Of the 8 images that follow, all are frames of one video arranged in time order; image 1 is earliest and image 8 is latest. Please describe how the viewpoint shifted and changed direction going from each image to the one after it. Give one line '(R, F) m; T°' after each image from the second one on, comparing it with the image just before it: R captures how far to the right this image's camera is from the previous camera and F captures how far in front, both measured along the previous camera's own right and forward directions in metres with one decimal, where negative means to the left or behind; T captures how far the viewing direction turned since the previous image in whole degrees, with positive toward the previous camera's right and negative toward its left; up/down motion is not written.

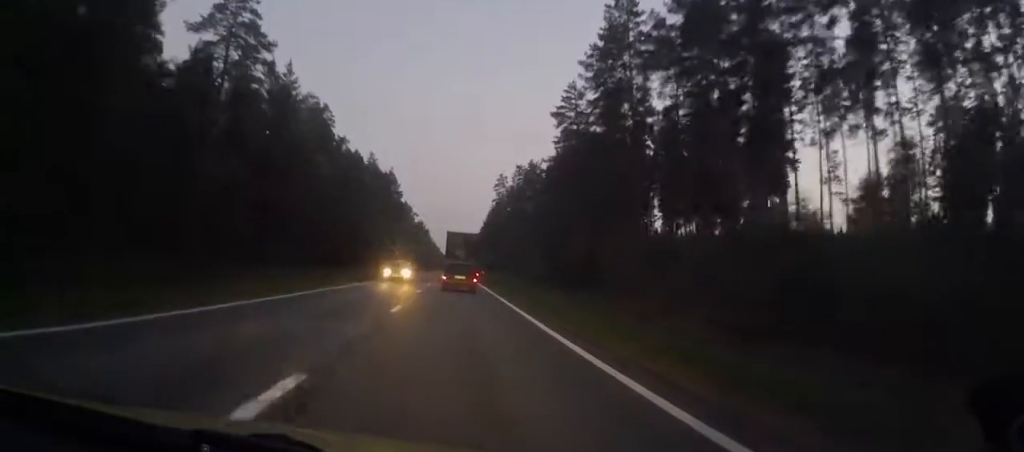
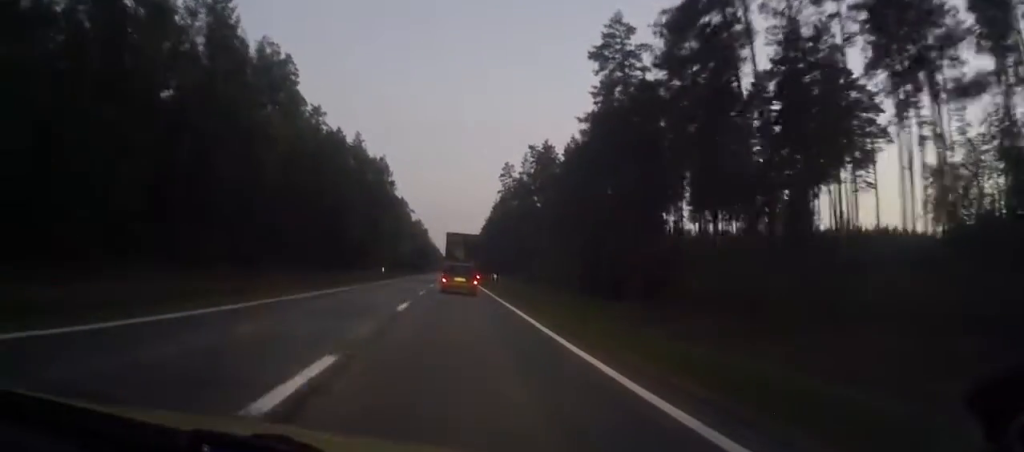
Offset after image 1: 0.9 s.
(0.0, +22.9) m; 0°
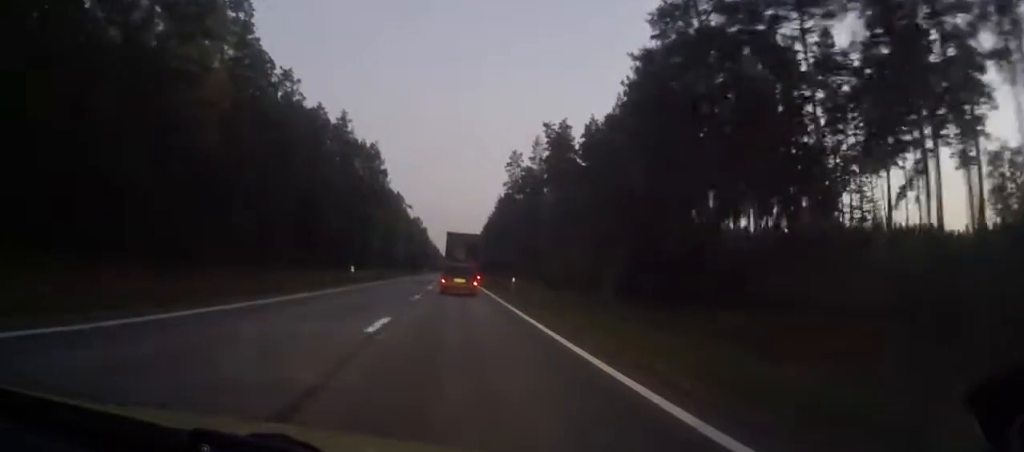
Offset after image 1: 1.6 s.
(-0.1, +18.3) m; 0°
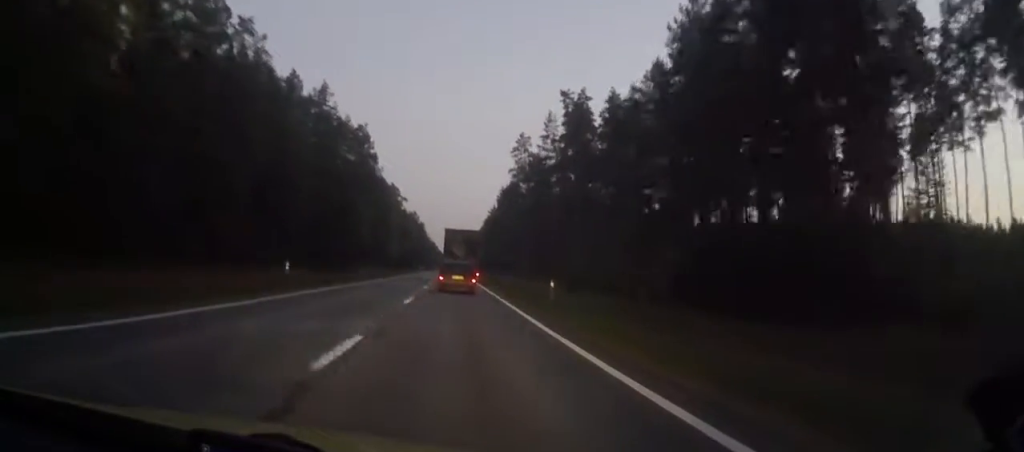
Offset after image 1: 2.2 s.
(+0.1, +16.4) m; 0°
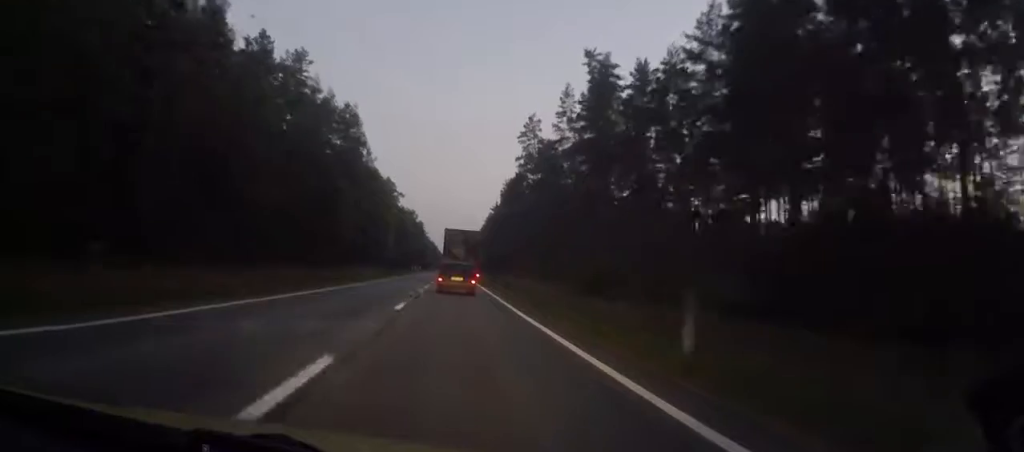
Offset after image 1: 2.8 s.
(0.0, +14.5) m; 0°
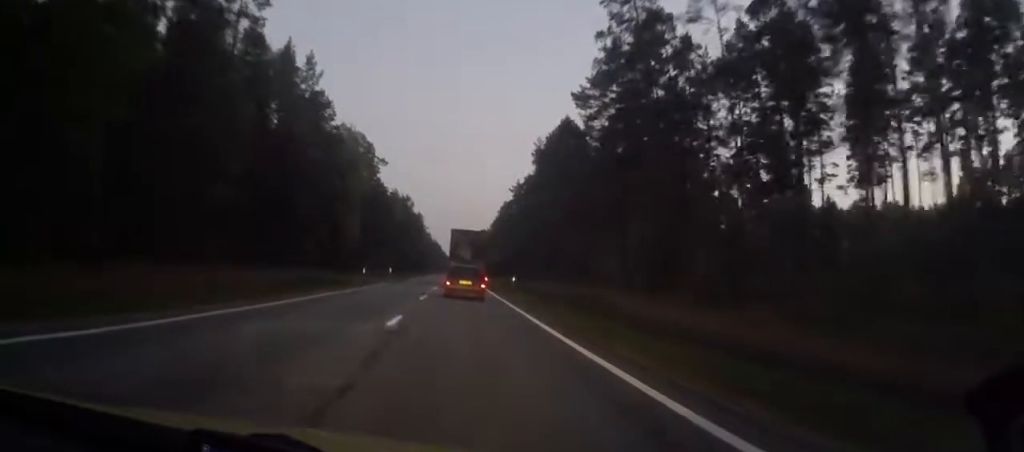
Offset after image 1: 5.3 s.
(-0.3, +63.6) m; -1°
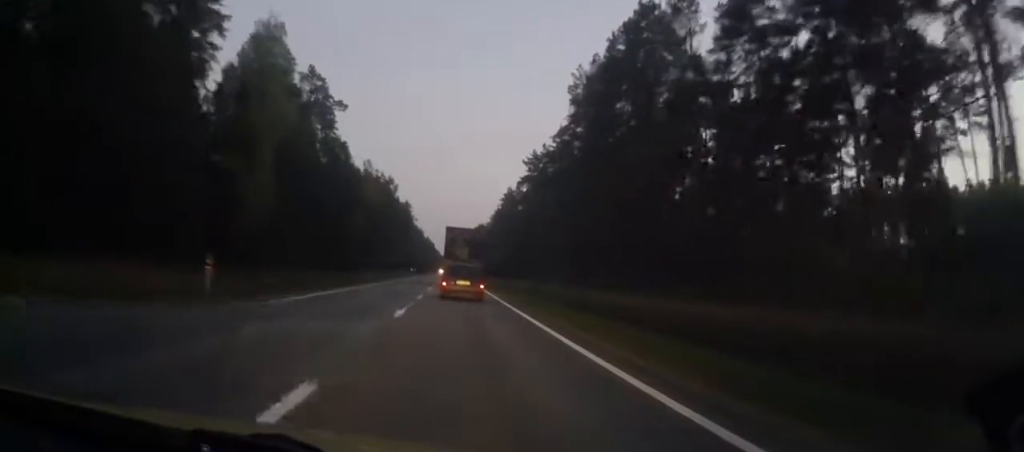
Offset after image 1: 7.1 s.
(0.0, +45.2) m; 0°
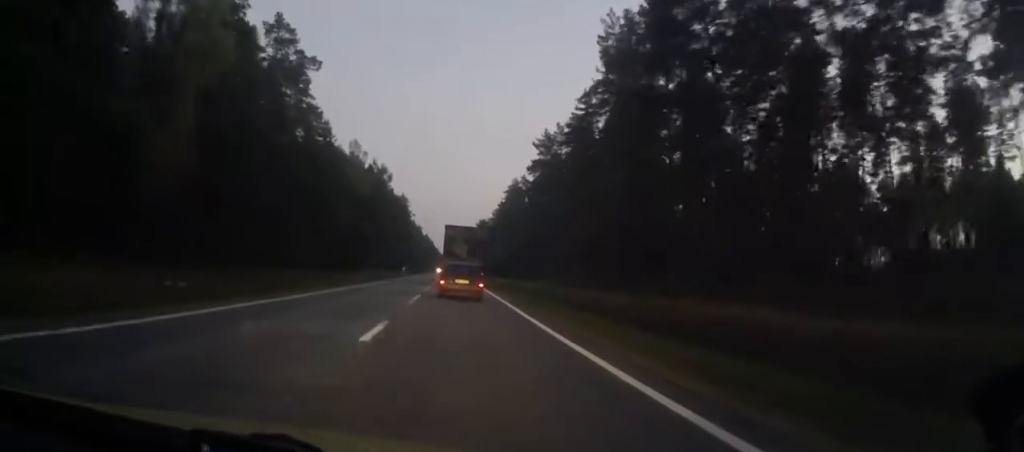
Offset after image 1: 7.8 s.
(0.0, +17.6) m; 0°
